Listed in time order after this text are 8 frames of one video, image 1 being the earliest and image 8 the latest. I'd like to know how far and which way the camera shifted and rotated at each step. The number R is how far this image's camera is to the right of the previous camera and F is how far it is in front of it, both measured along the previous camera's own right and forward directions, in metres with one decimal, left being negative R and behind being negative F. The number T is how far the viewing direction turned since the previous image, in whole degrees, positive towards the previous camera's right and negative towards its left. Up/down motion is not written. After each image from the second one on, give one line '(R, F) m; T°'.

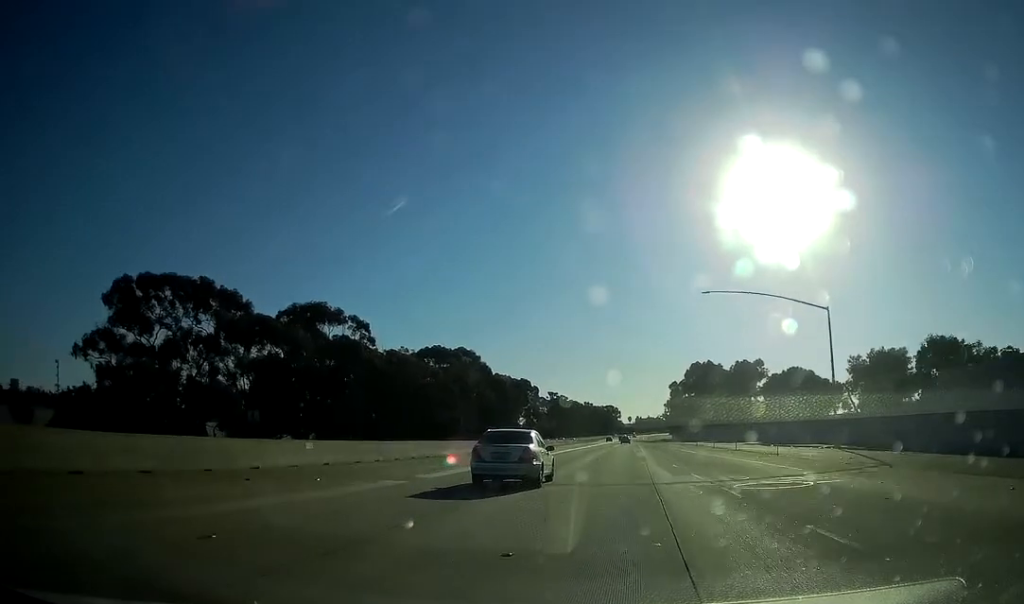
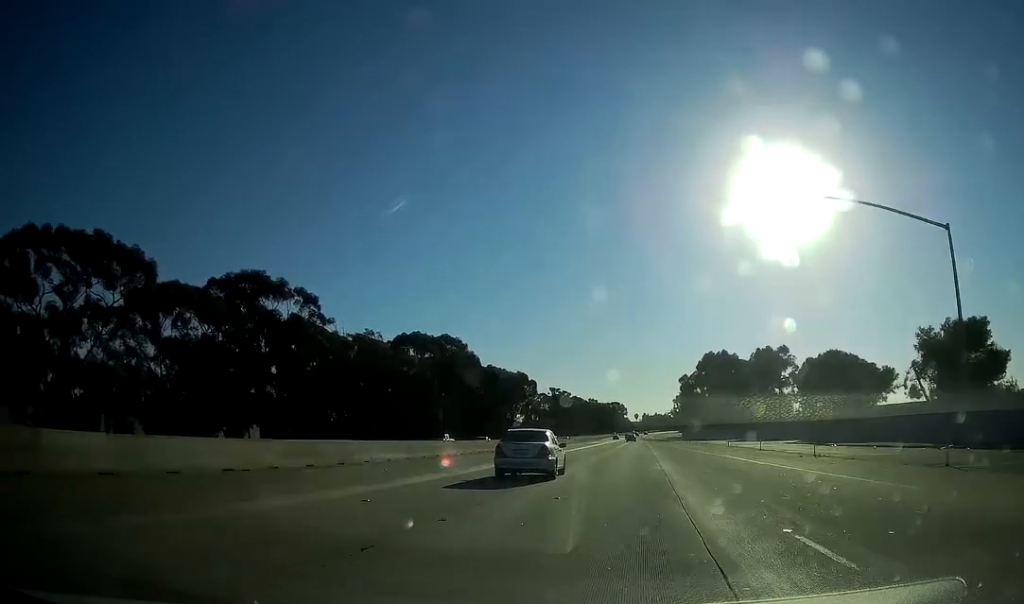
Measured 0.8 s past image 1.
(+0.1, +19.3) m; +1°
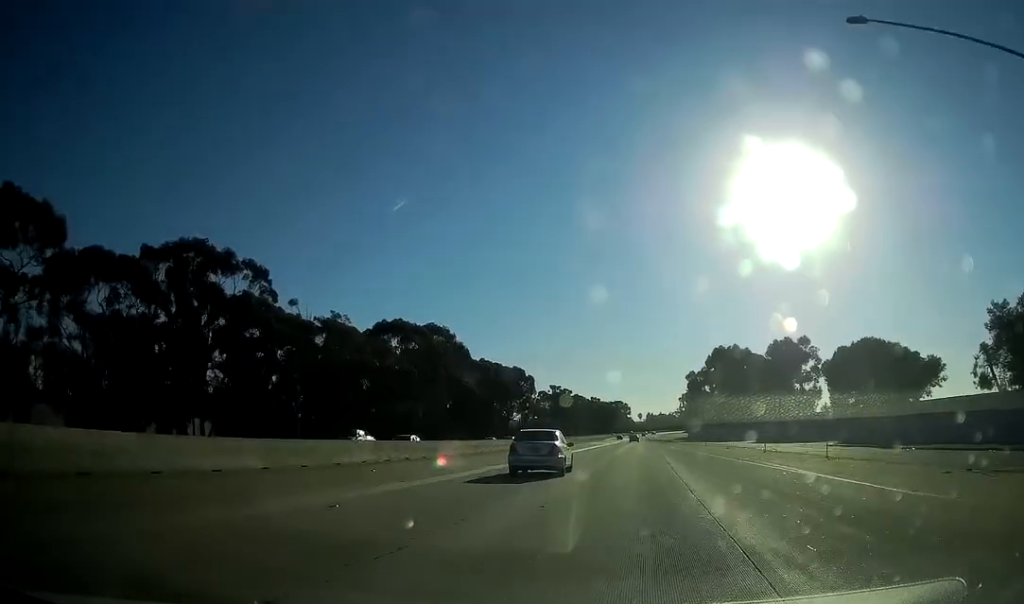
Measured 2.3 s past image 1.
(+0.1, +32.2) m; -1°
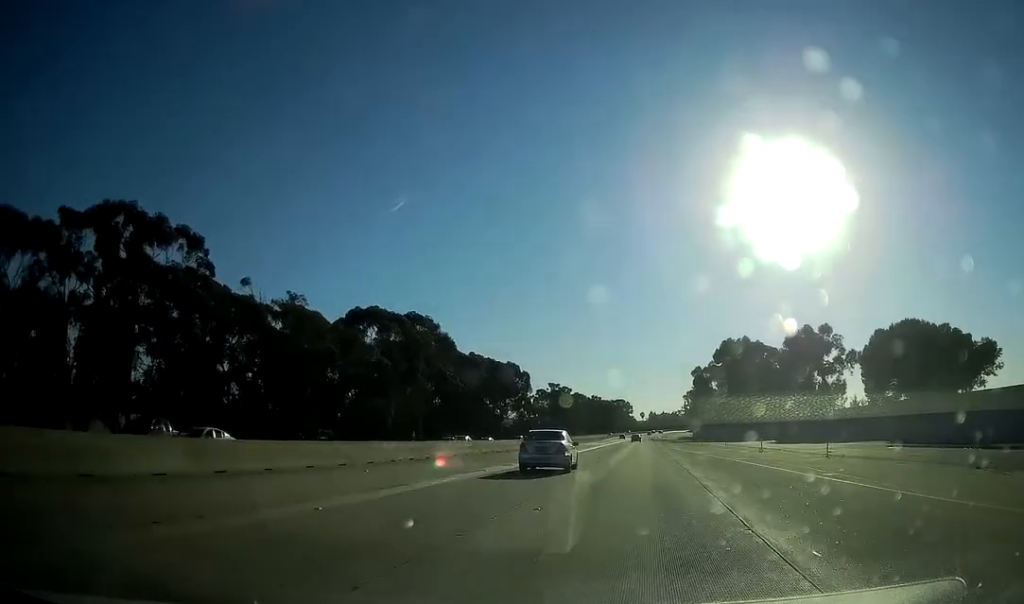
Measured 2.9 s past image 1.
(-0.1, +12.1) m; -1°
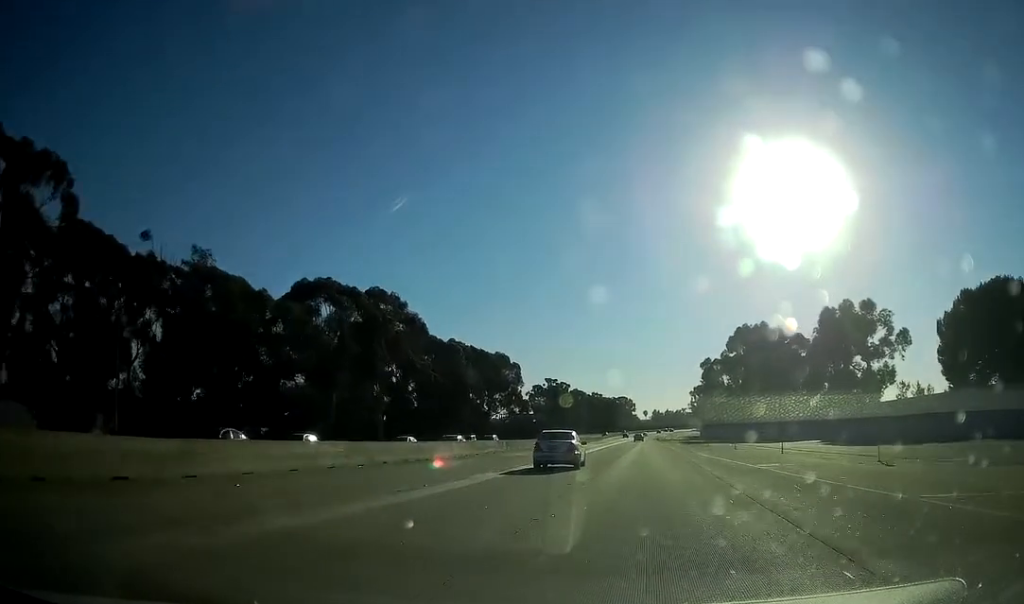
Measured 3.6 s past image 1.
(-0.2, +18.6) m; 0°
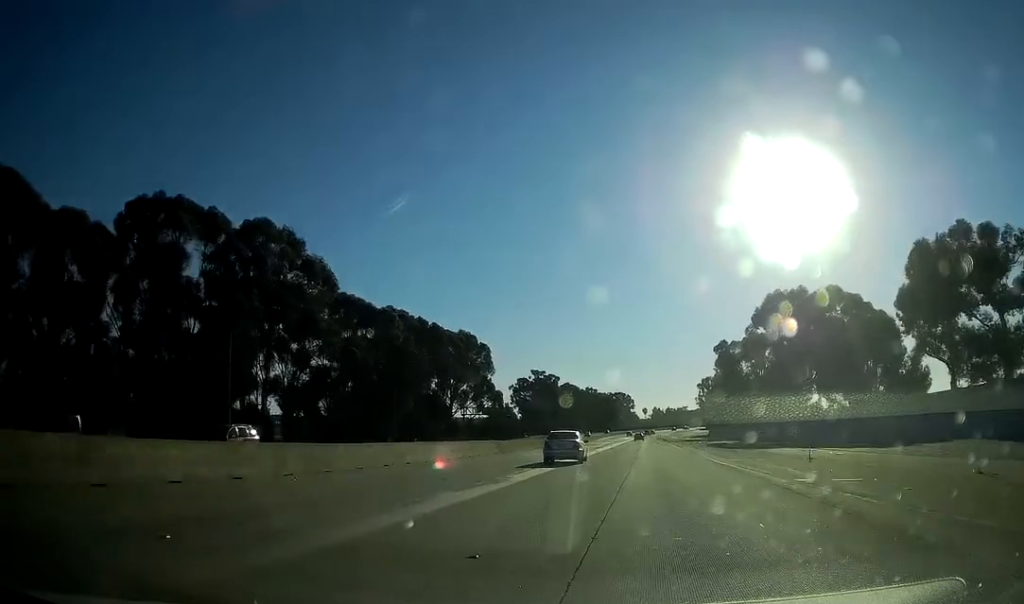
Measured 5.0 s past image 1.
(+0.1, +37.2) m; 0°
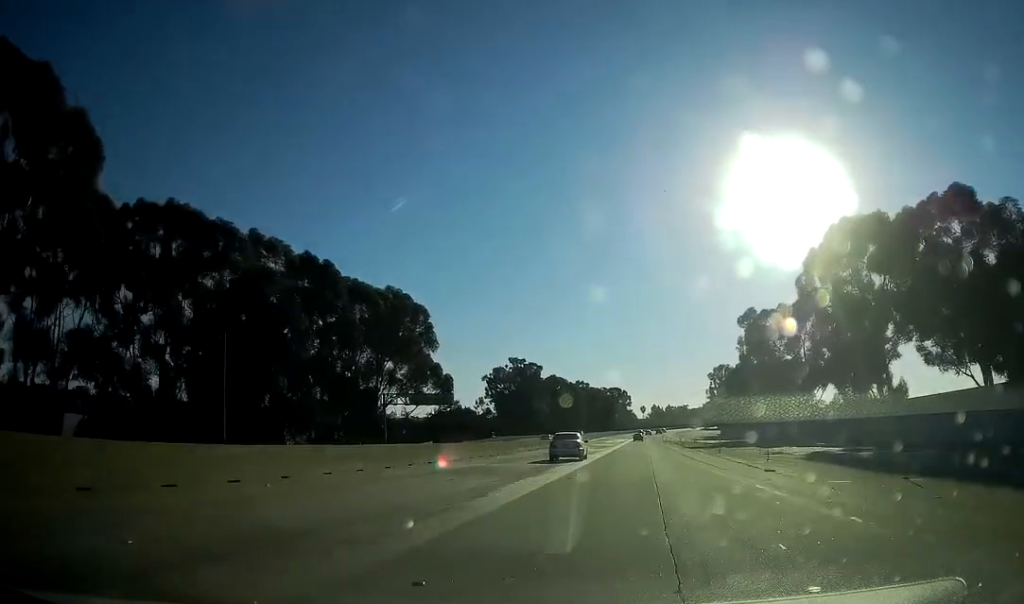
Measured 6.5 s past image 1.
(-0.2, +44.7) m; +1°
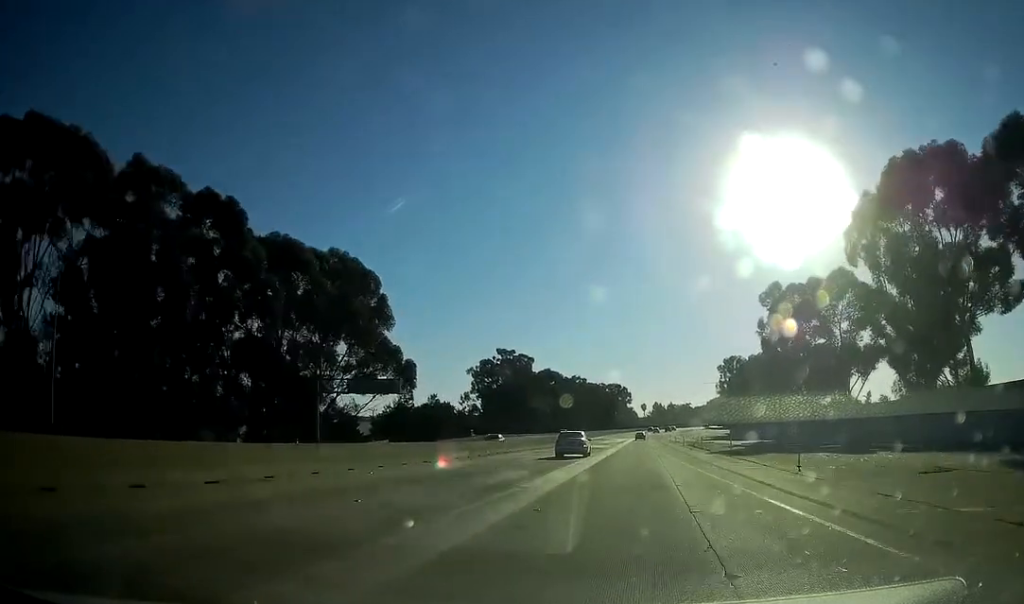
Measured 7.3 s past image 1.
(+0.5, +22.8) m; 0°
